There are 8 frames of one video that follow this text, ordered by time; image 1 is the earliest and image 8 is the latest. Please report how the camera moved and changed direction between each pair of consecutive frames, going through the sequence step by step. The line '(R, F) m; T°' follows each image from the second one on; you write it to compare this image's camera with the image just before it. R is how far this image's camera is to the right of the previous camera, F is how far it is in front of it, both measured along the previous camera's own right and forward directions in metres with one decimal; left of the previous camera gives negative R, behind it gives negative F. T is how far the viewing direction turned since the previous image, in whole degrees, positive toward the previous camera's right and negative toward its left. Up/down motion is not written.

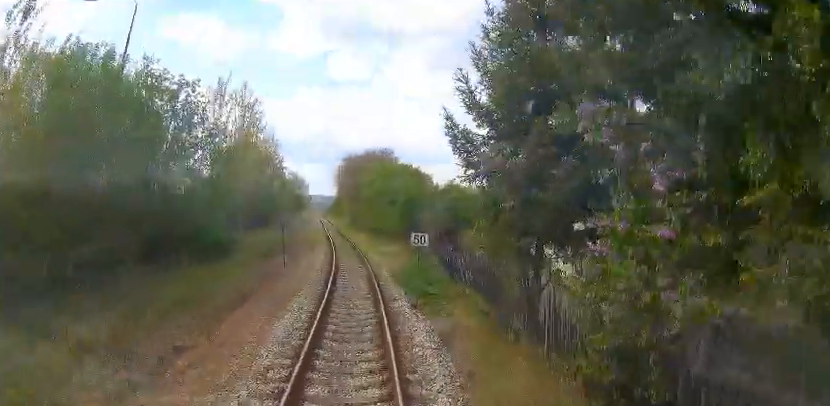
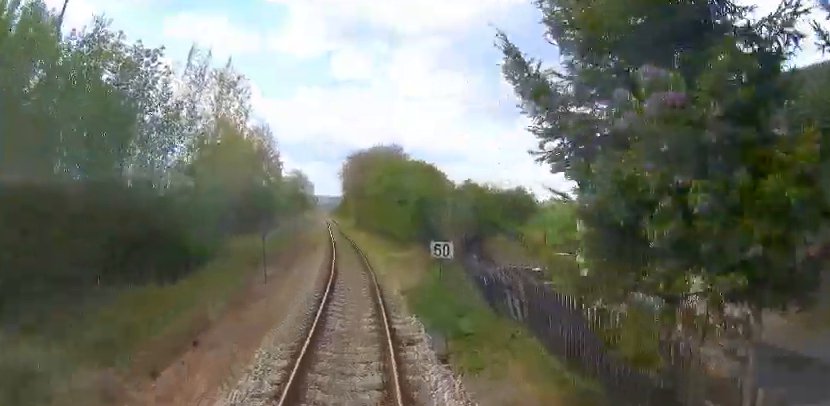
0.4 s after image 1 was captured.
(+0.1, +4.3) m; -1°
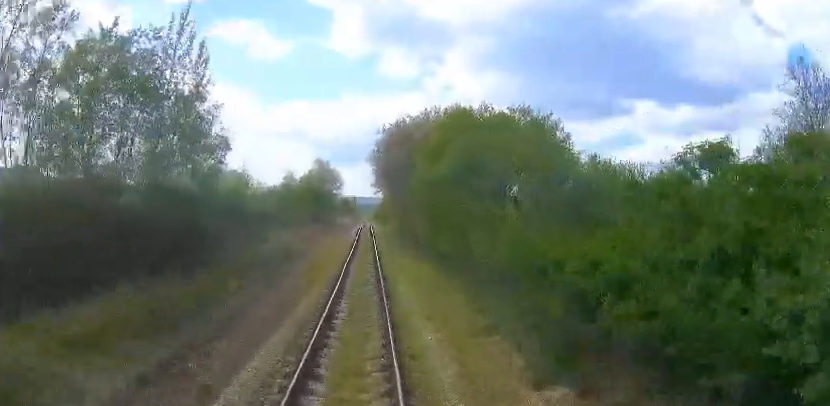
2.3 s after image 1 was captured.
(-1.4, +18.5) m; -10°
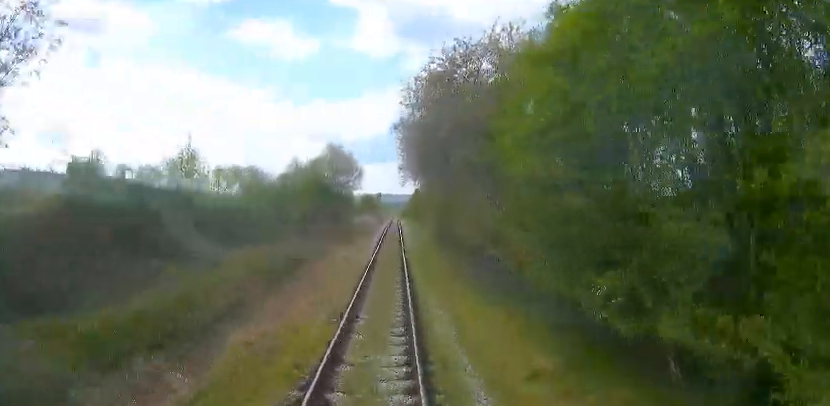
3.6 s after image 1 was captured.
(0.0, +13.8) m; 0°
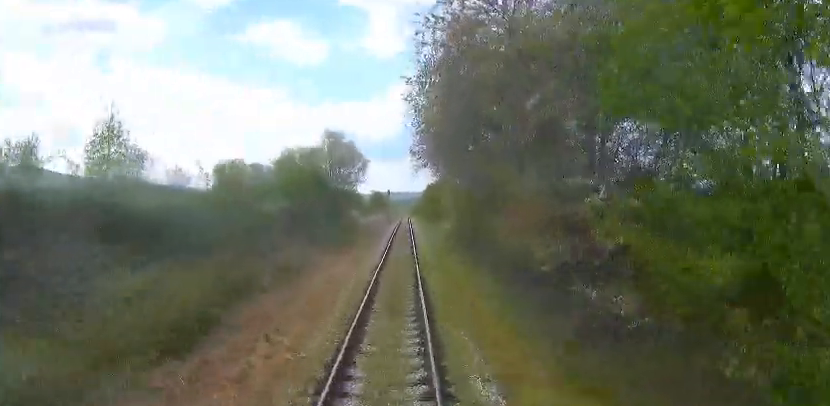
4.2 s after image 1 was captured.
(0.0, +6.8) m; 0°
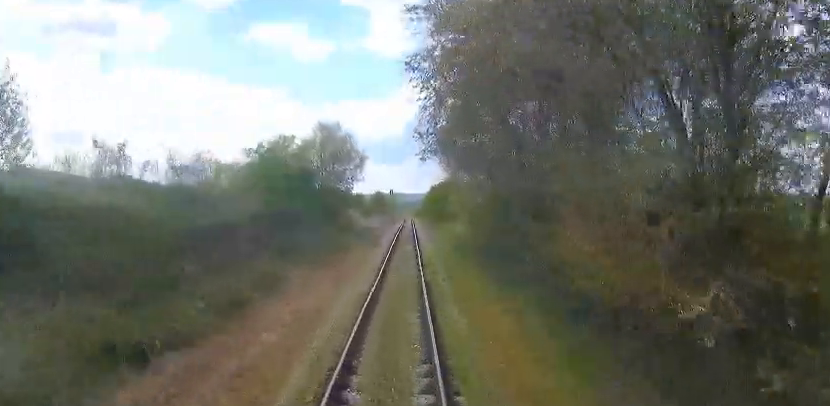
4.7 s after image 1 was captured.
(-0.1, +5.3) m; 0°
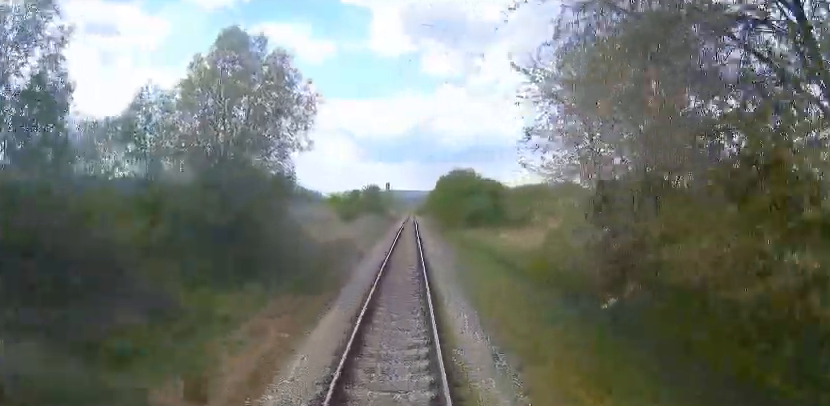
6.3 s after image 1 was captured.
(0.0, +19.1) m; +2°
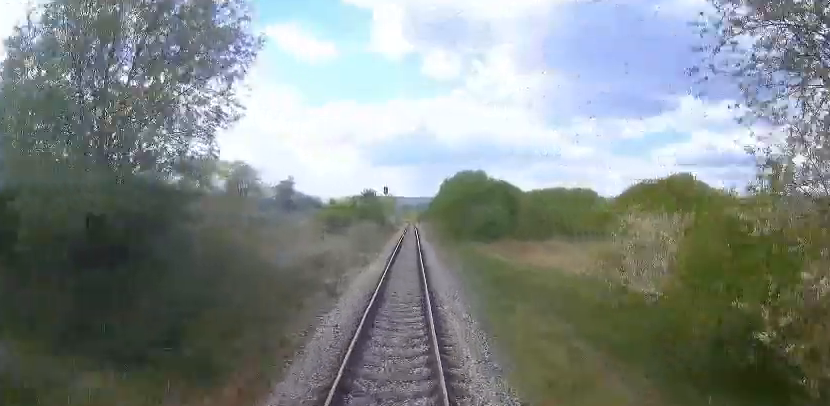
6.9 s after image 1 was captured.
(+0.3, +7.3) m; 0°
